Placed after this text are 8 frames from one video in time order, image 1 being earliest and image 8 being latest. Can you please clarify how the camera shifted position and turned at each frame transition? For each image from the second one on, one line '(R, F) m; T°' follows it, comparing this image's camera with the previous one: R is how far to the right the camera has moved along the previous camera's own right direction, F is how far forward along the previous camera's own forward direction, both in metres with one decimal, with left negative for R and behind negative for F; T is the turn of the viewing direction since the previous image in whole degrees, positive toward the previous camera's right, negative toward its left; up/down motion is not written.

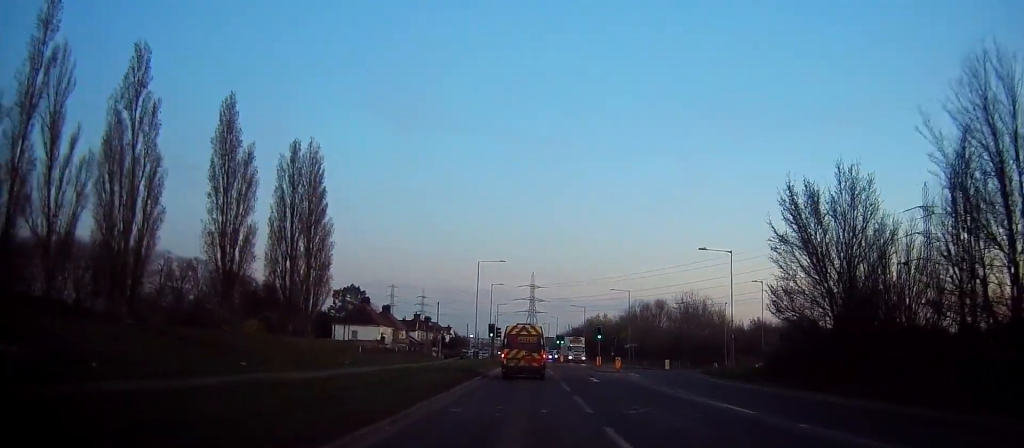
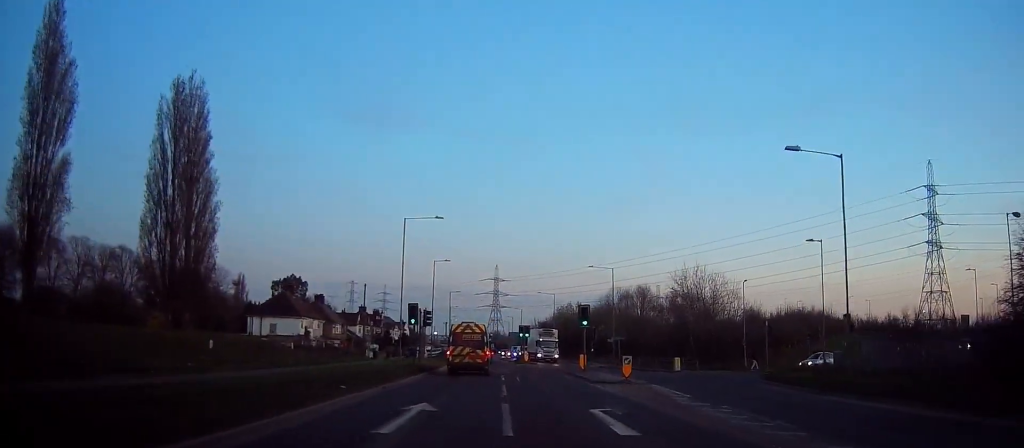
(+0.4, +20.5) m; 0°
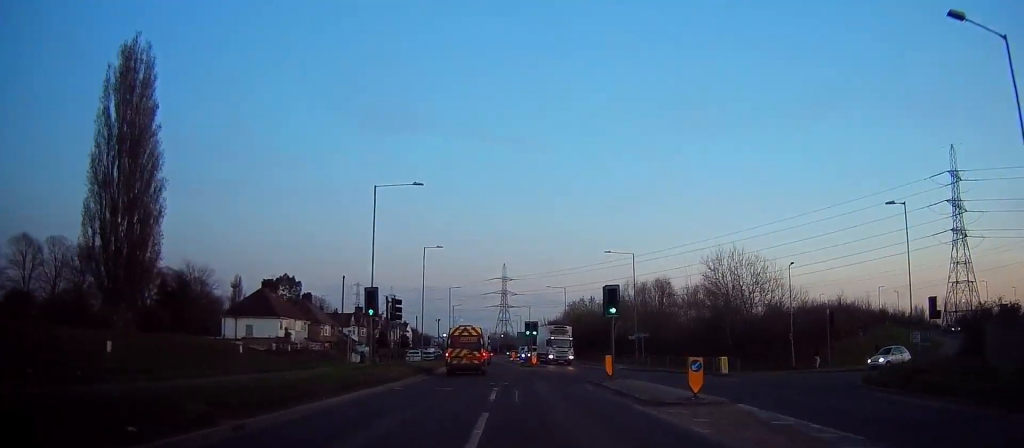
(-0.2, +10.1) m; +1°
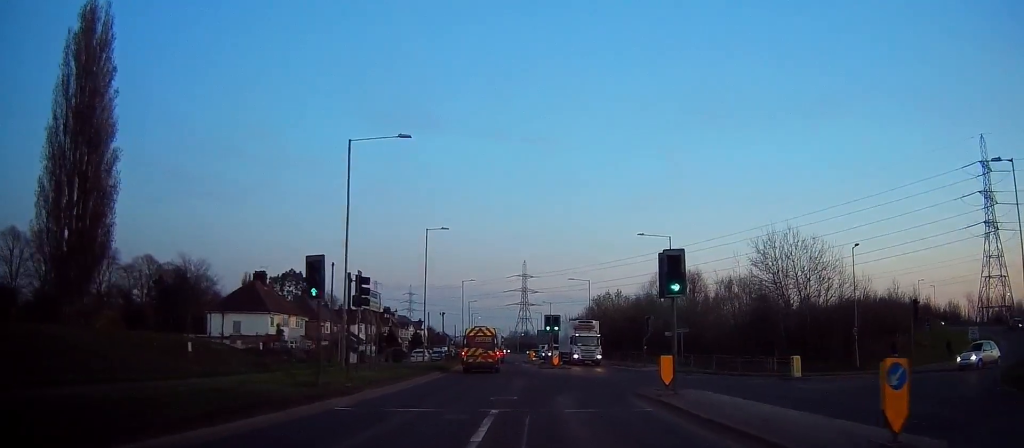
(+0.2, +8.2) m; +1°
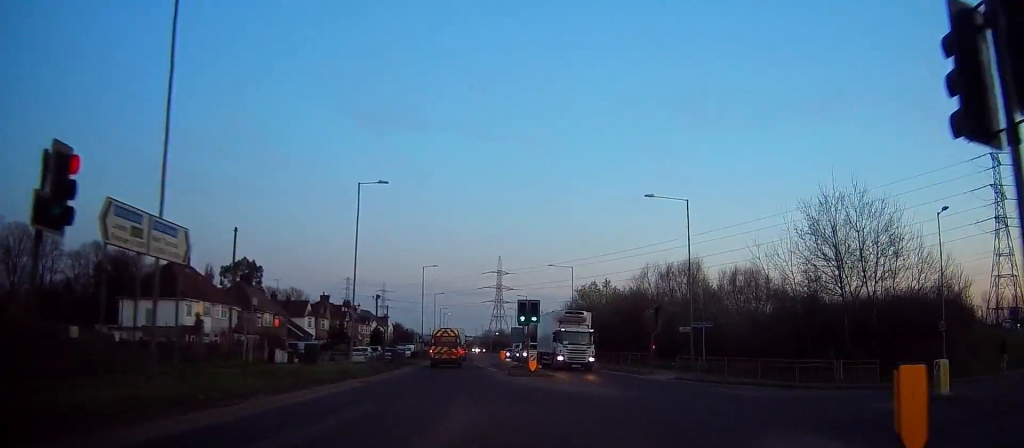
(0.0, +13.2) m; +2°
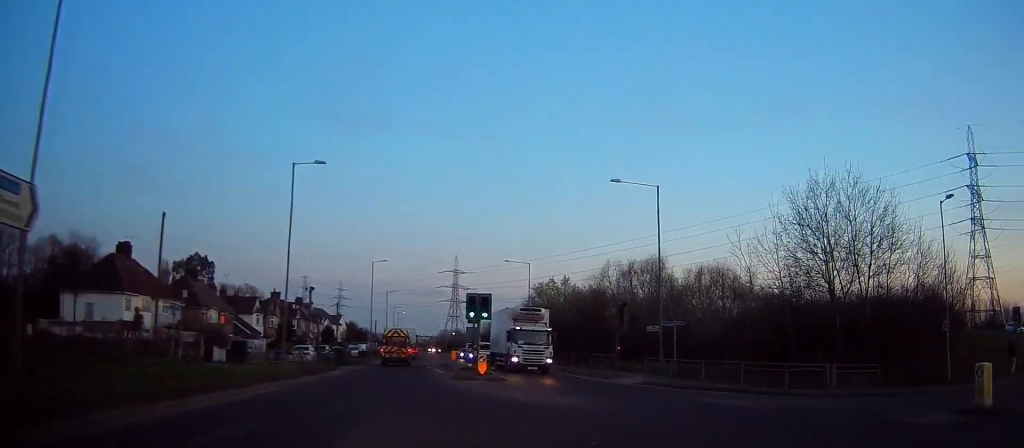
(0.0, +3.6) m; +6°
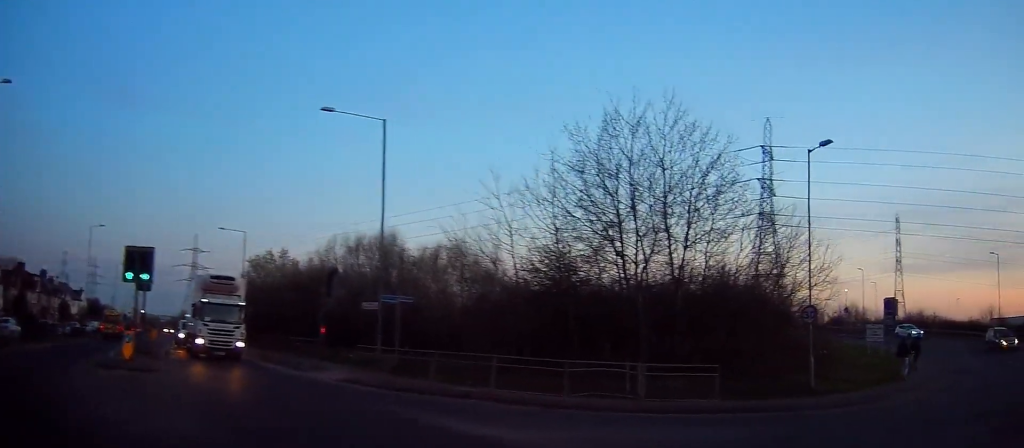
(+1.4, +8.4) m; +27°
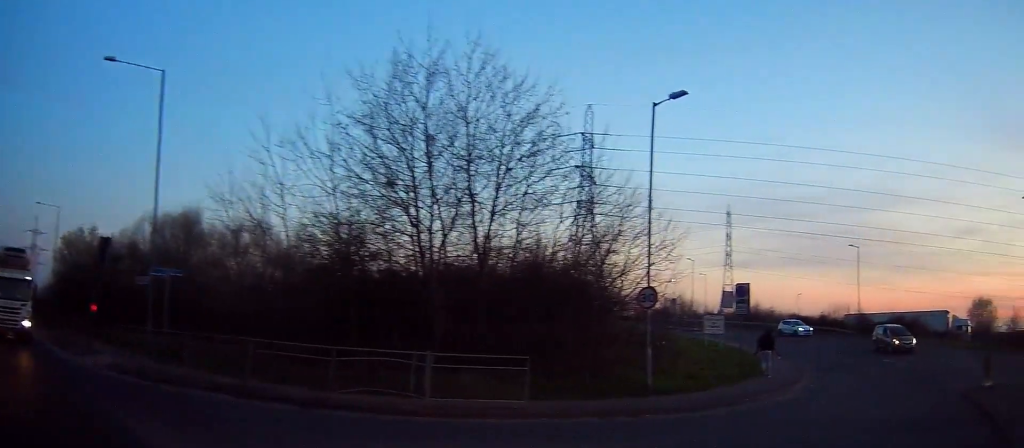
(+0.7, +3.7) m; +13°
